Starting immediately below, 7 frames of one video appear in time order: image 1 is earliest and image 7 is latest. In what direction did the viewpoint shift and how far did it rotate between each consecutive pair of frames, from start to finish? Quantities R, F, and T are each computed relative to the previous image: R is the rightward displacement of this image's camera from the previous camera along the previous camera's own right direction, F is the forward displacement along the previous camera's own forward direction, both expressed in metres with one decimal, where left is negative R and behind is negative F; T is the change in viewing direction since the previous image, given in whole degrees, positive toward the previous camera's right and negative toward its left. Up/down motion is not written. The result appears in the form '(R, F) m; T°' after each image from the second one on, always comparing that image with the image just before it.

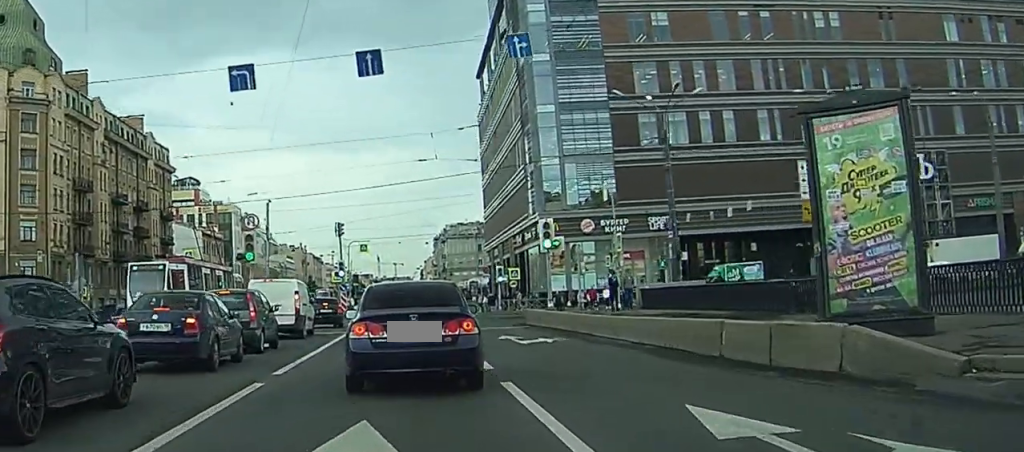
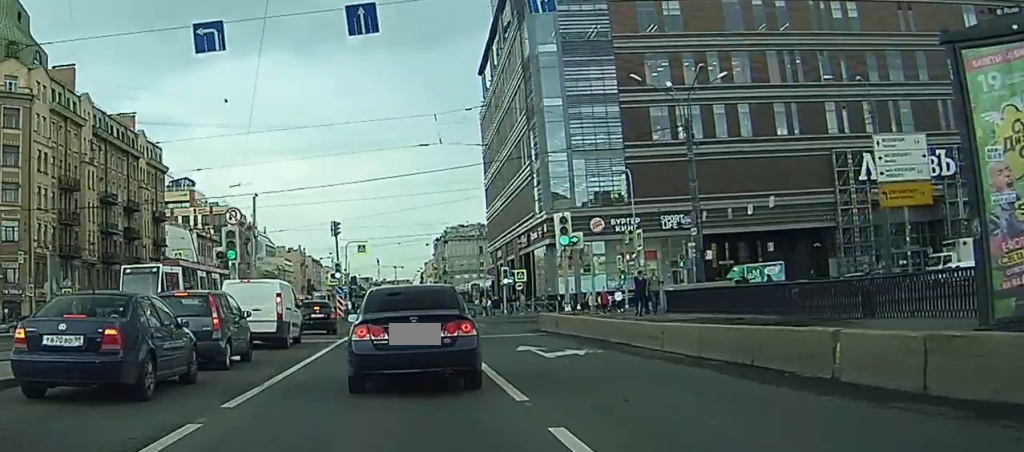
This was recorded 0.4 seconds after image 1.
(+0.9, +4.2) m; +1°
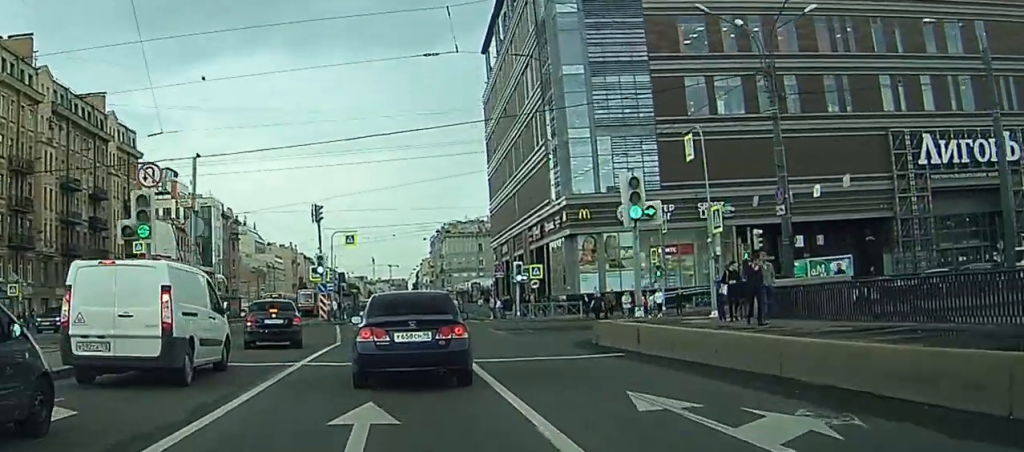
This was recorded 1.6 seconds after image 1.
(+0.3, +11.4) m; +1°
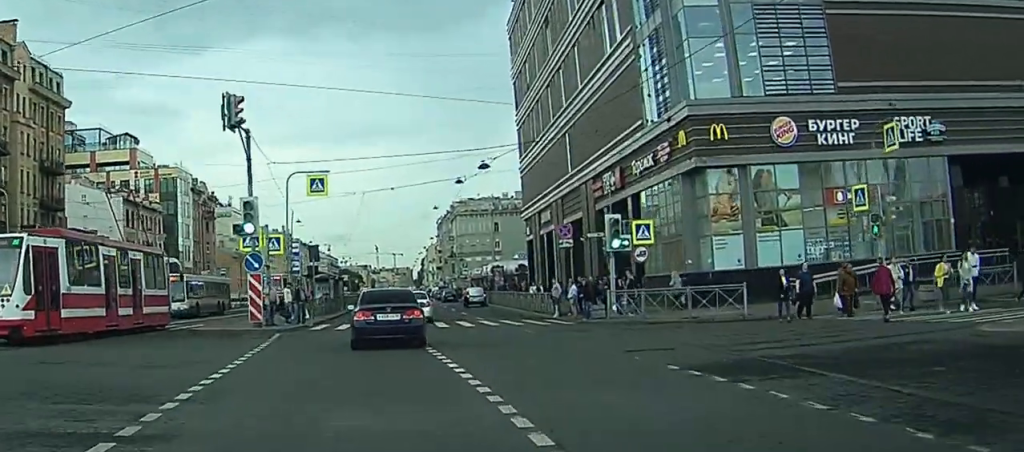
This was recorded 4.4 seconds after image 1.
(+0.7, +27.3) m; +1°
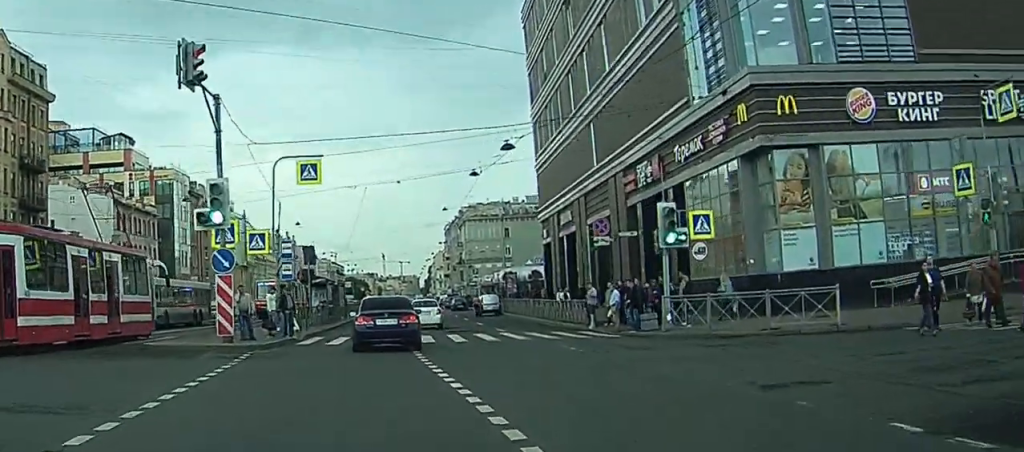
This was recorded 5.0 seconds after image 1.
(+0.6, +6.0) m; +1°
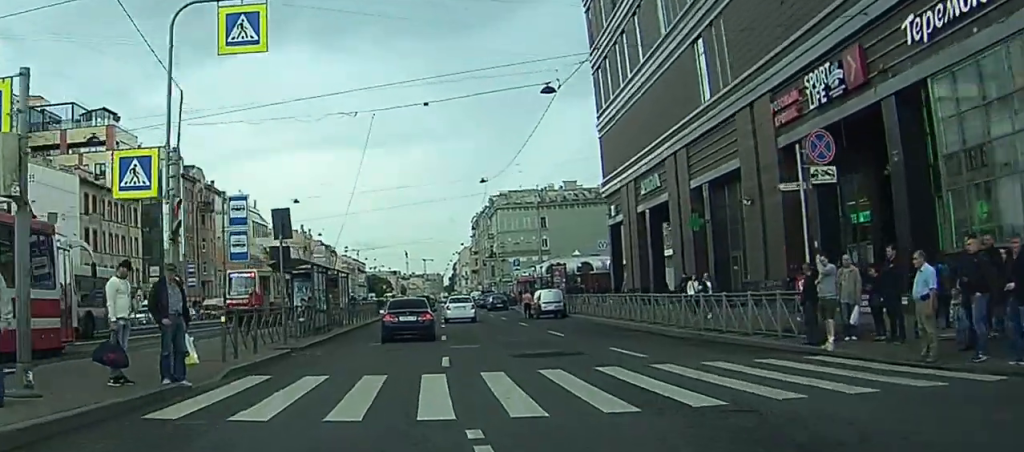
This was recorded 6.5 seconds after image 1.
(-1.2, +17.4) m; -4°
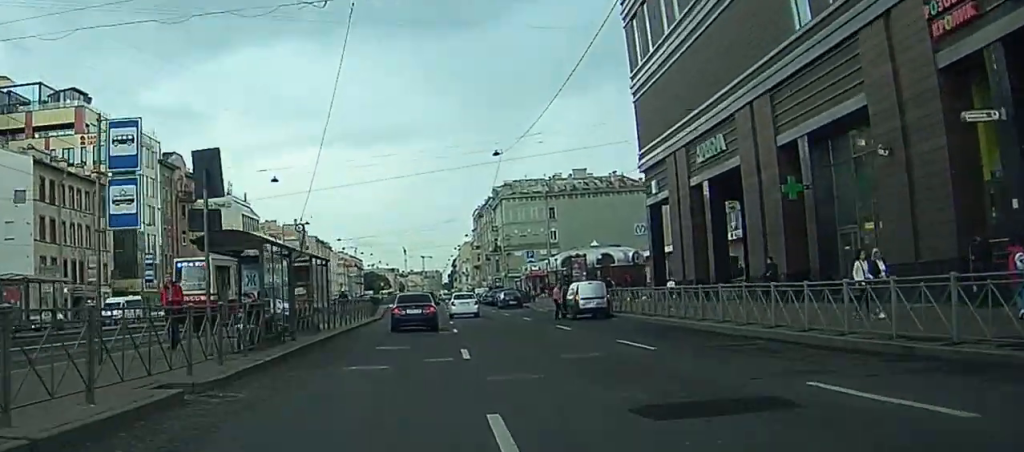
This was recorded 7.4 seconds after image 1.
(+0.1, +10.4) m; 0°
